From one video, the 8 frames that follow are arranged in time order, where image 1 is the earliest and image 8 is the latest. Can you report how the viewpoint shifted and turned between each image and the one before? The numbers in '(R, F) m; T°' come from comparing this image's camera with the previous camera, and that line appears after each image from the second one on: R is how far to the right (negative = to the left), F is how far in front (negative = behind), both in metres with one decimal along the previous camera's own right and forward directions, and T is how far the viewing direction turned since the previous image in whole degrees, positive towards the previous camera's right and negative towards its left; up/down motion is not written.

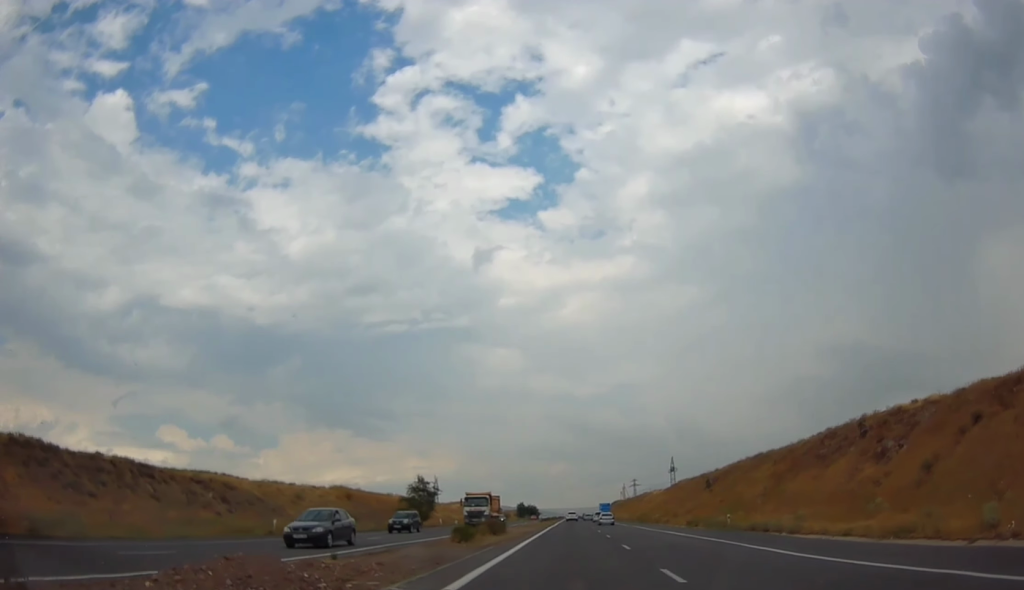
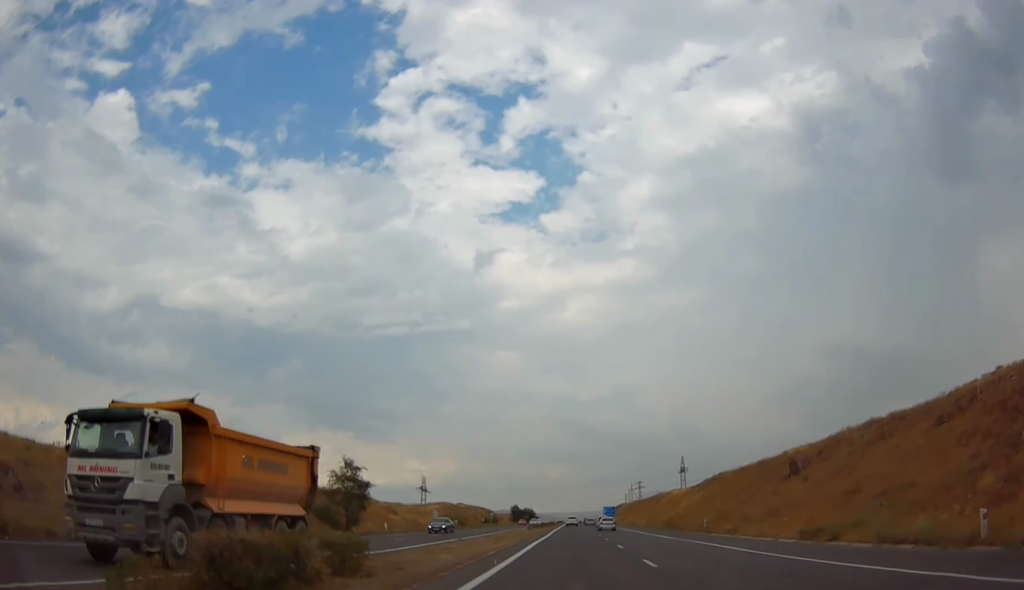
(+0.1, +30.0) m; 0°
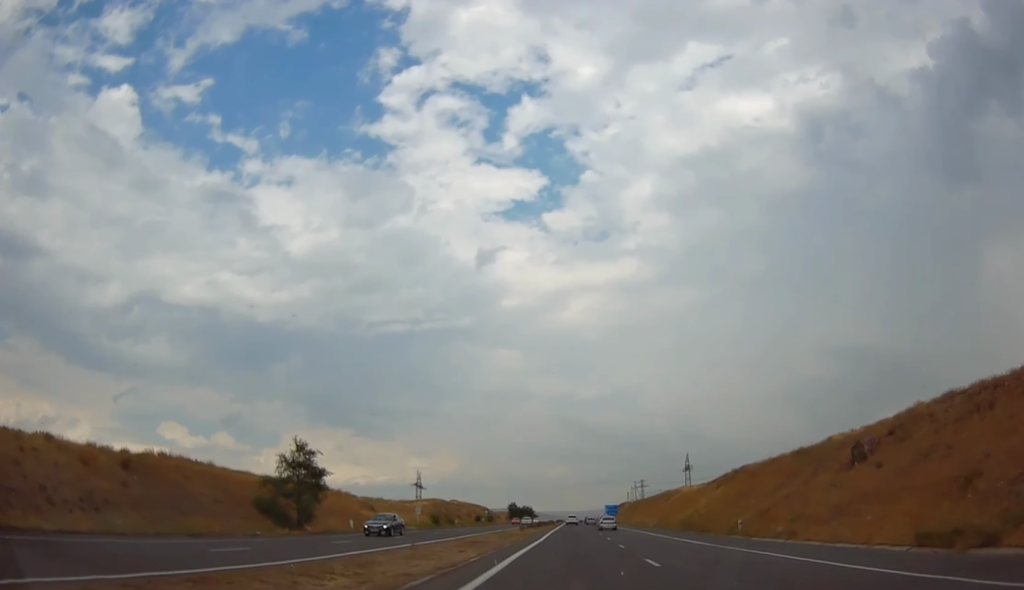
(+0.1, +11.0) m; -1°
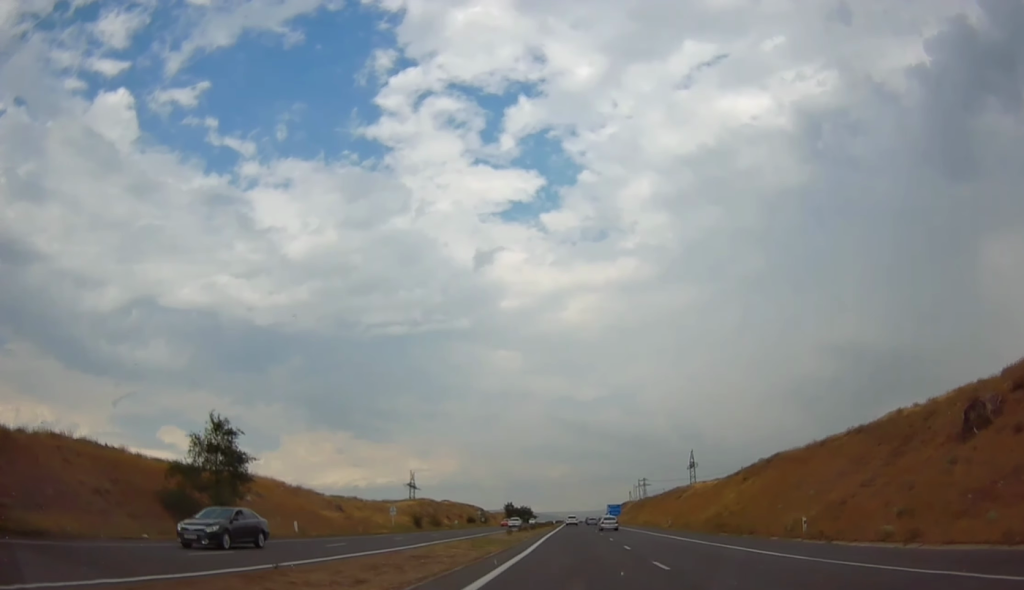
(+0.2, +12.2) m; -1°
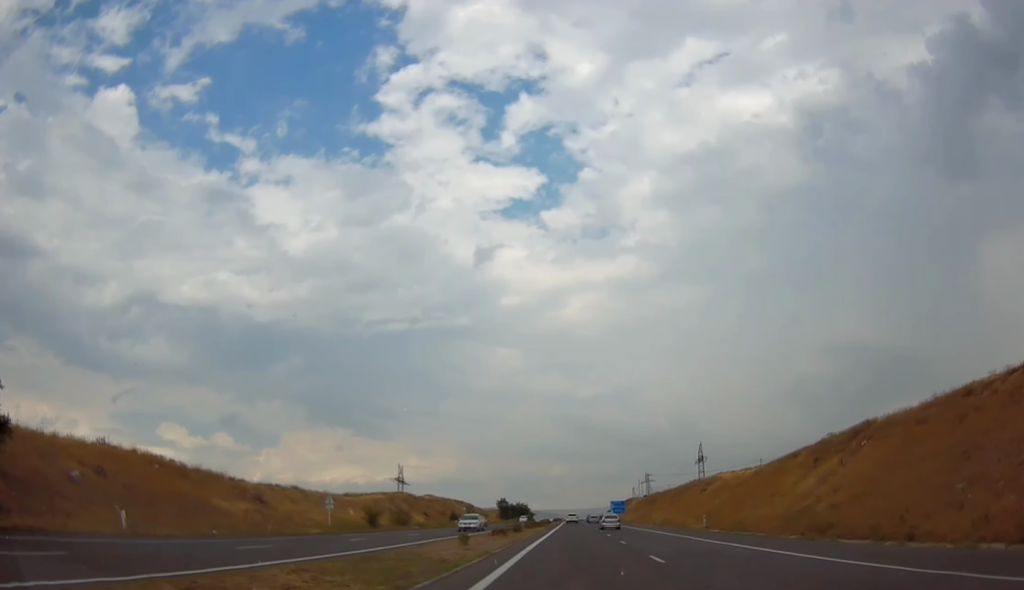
(-0.5, +19.4) m; 0°
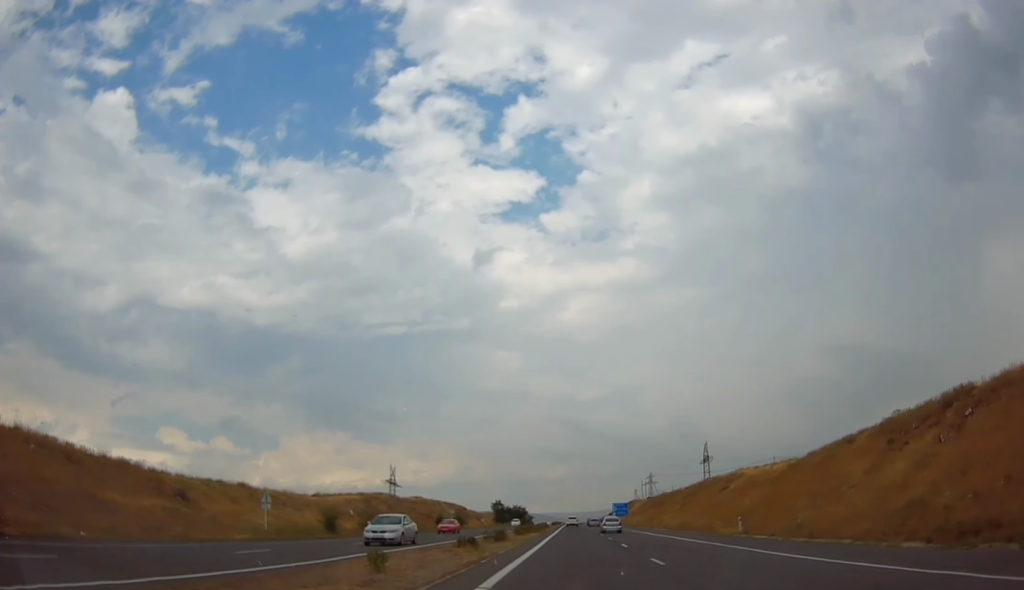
(+0.2, +11.6) m; 0°
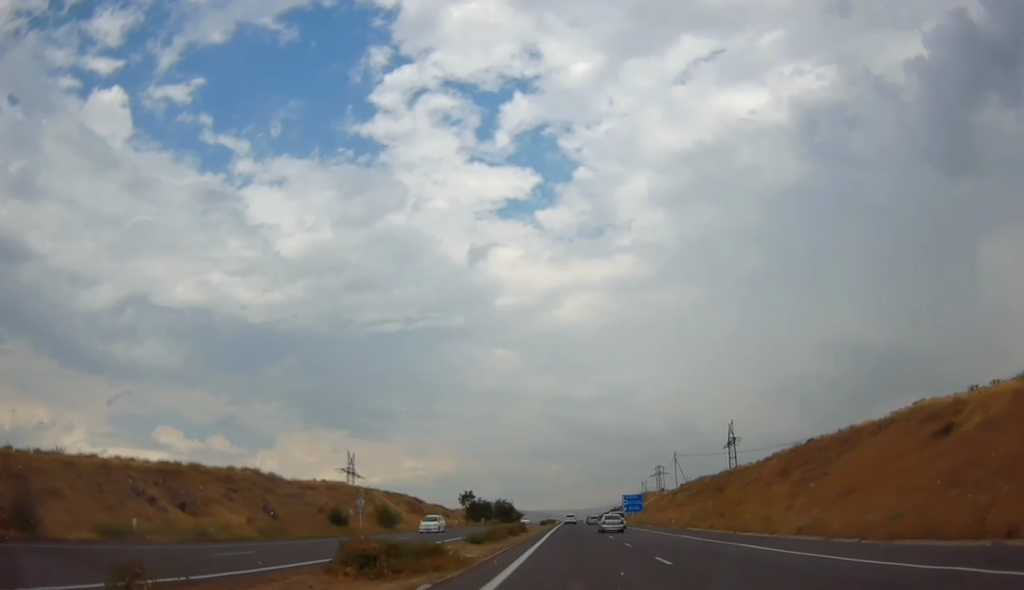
(0.0, +45.8) m; +1°
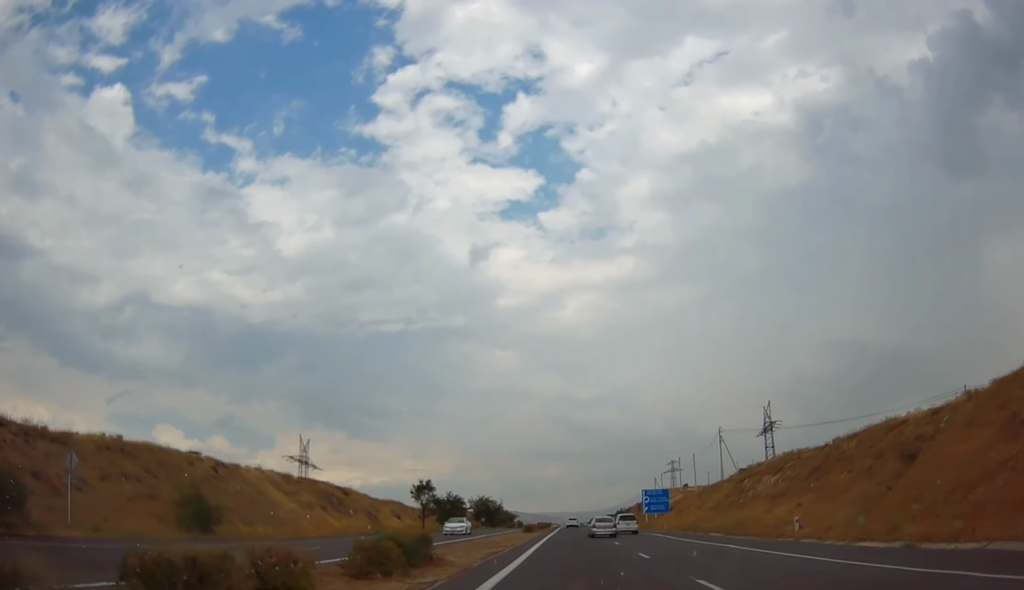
(+0.7, +38.9) m; +1°
